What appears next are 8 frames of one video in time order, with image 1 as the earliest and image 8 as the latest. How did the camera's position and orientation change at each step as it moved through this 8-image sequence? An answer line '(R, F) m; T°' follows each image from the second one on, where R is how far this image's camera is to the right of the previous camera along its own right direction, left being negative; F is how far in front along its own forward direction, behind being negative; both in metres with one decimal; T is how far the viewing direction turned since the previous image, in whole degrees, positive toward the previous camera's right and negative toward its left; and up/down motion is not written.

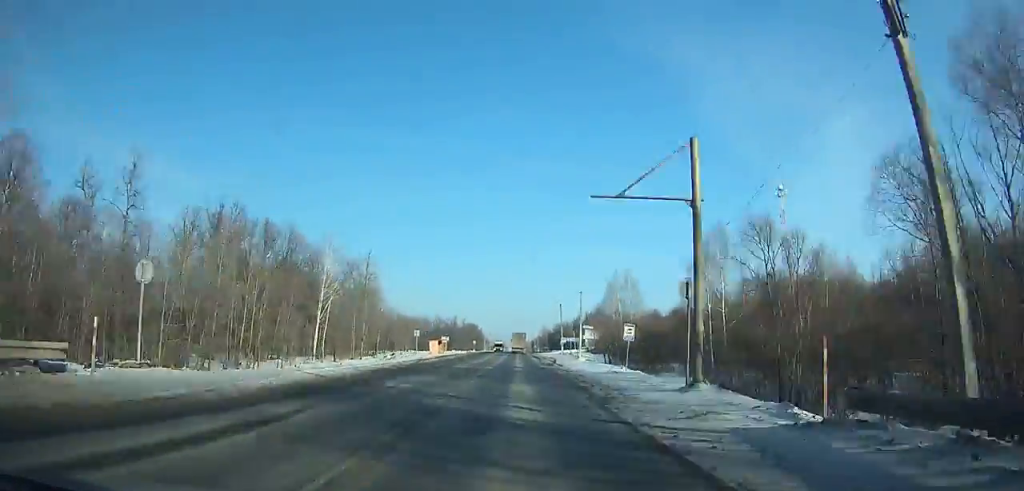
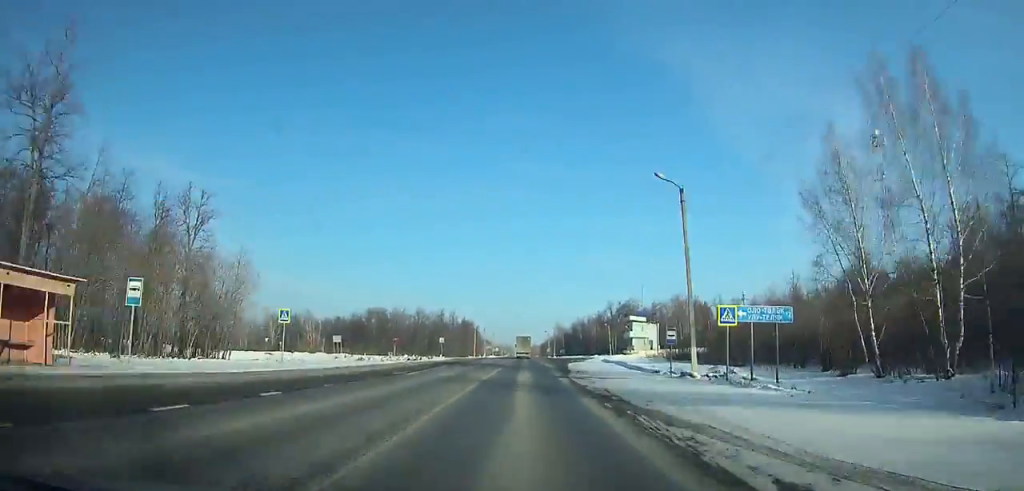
(+0.2, +82.9) m; 0°
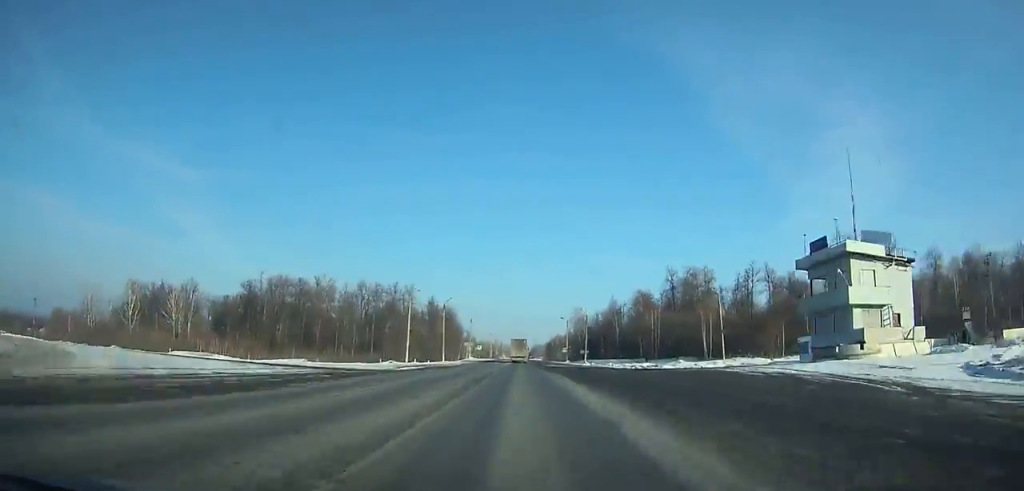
(-0.3, +93.8) m; 0°
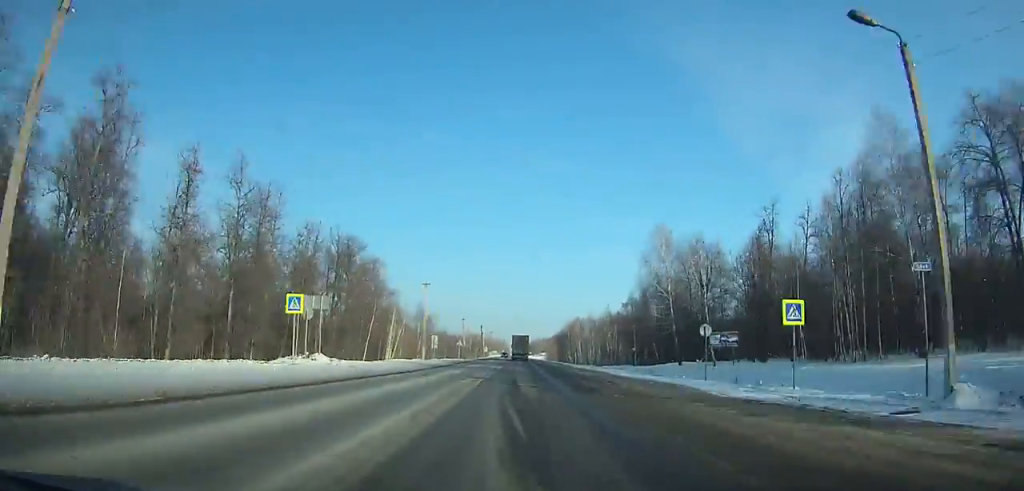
(-0.4, +115.0) m; 0°
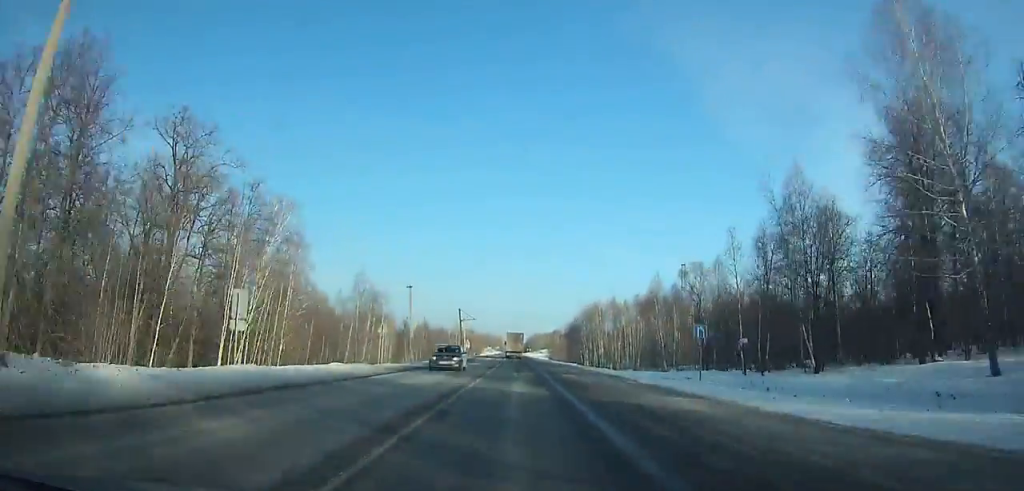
(-0.1, +48.9) m; 0°
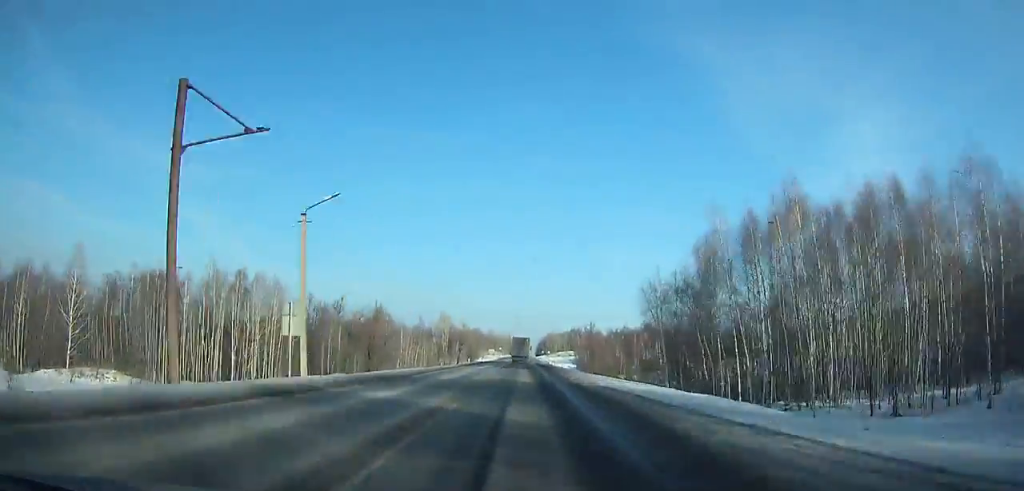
(-0.3, +87.2) m; 0°
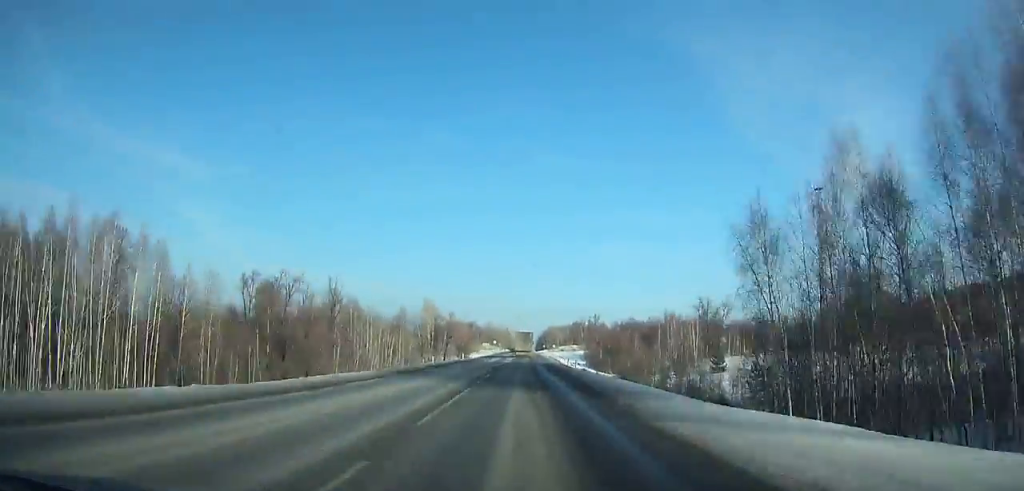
(-0.1, +32.0) m; 0°
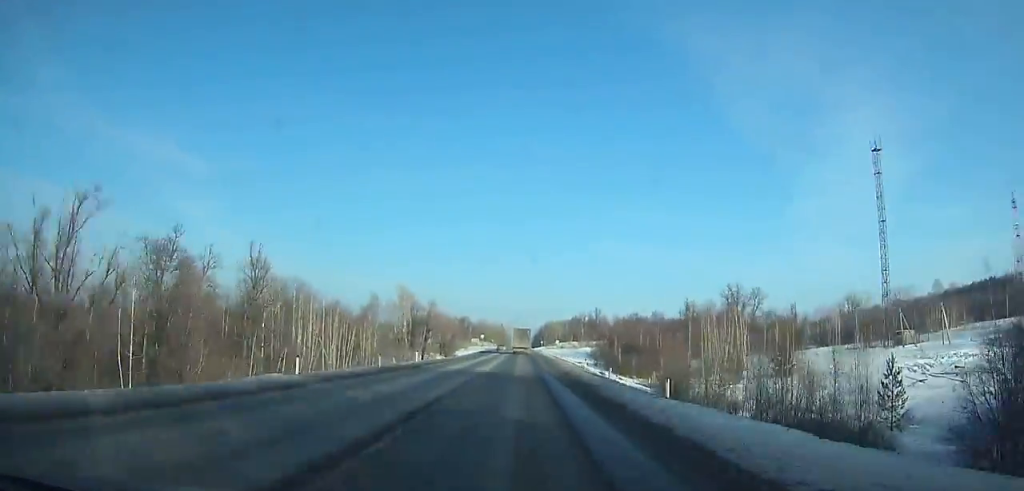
(-0.1, +30.1) m; 0°
